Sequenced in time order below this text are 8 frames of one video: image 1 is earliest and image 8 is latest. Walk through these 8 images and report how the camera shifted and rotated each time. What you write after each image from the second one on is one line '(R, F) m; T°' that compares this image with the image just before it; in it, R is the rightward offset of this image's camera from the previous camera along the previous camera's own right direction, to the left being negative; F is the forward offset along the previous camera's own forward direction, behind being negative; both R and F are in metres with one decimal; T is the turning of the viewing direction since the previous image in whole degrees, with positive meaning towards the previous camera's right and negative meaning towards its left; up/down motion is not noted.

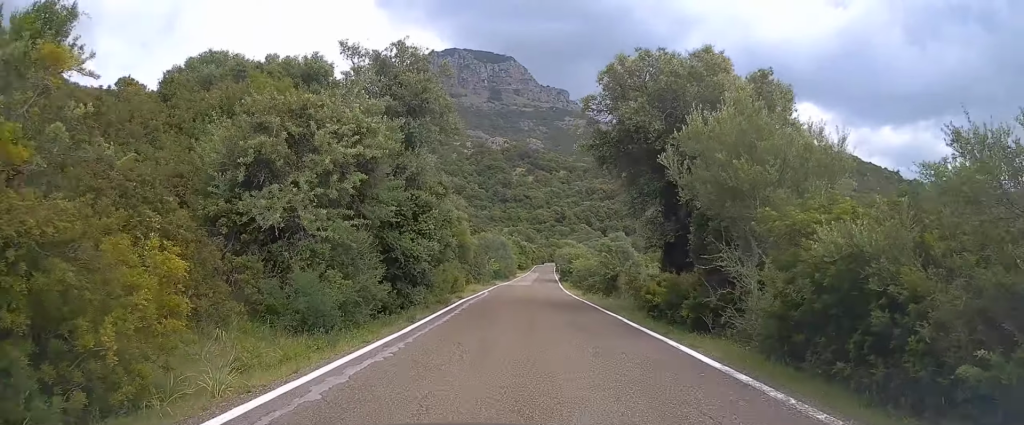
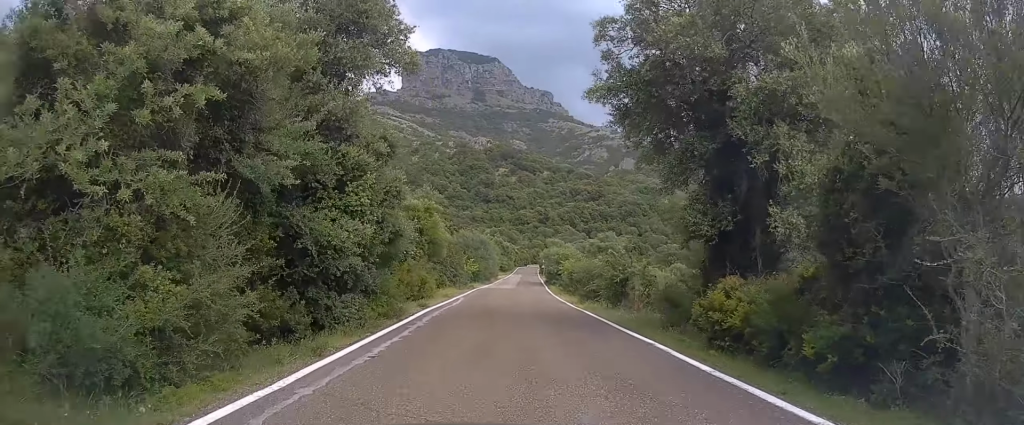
(+0.1, +6.4) m; +1°
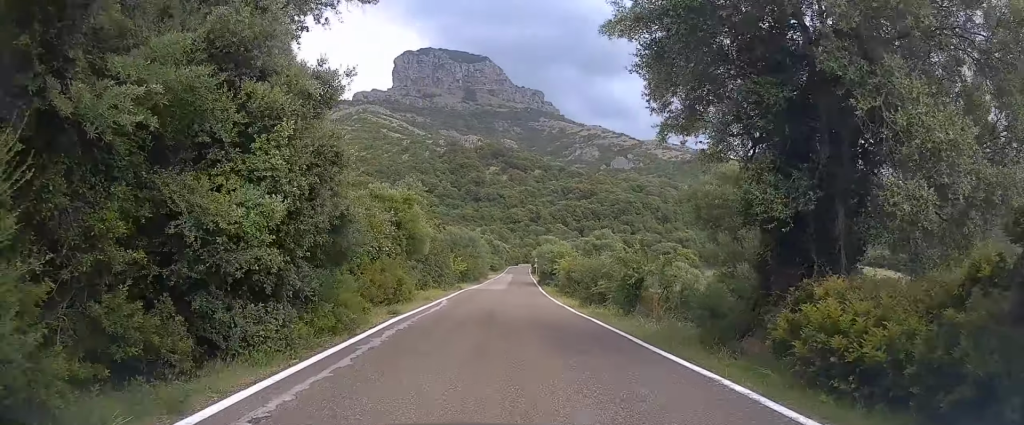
(-0.1, +3.9) m; 0°
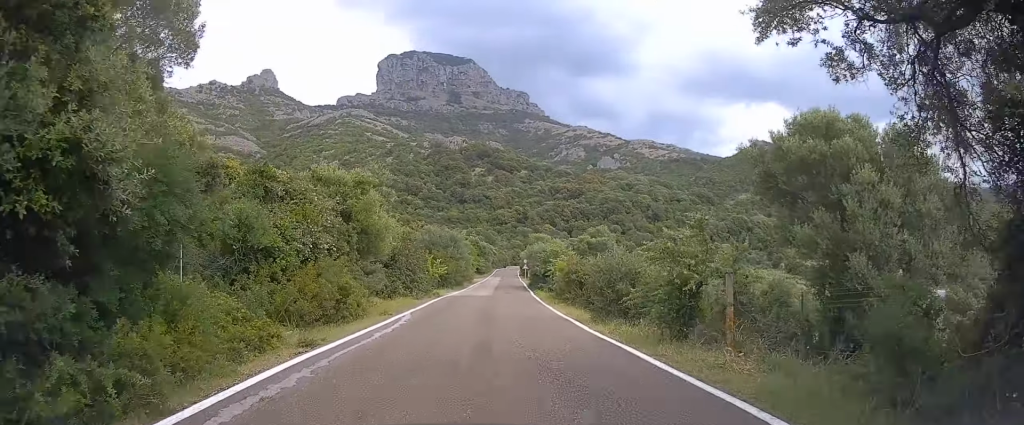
(0.0, +6.6) m; +1°
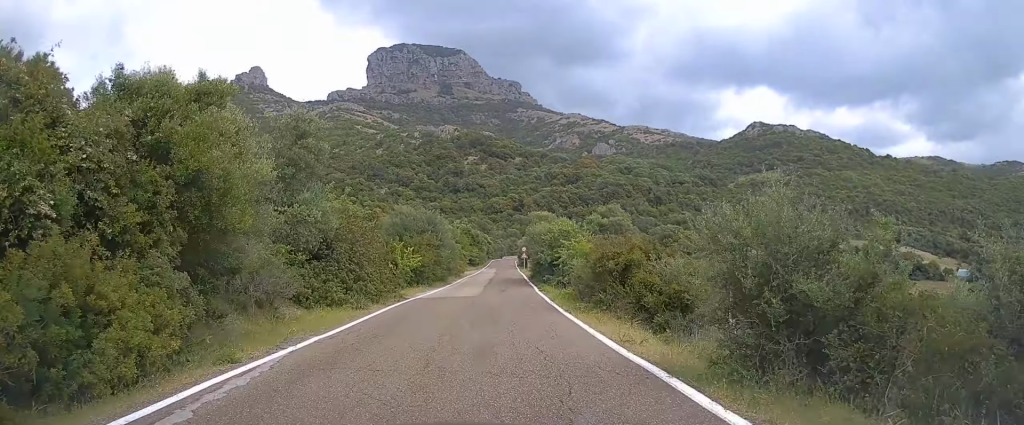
(+0.2, +11.1) m; +1°
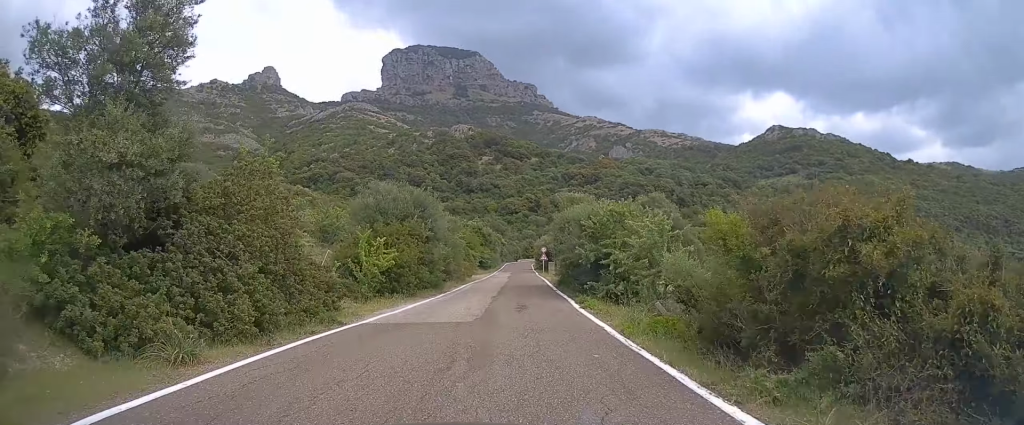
(0.0, +11.6) m; 0°
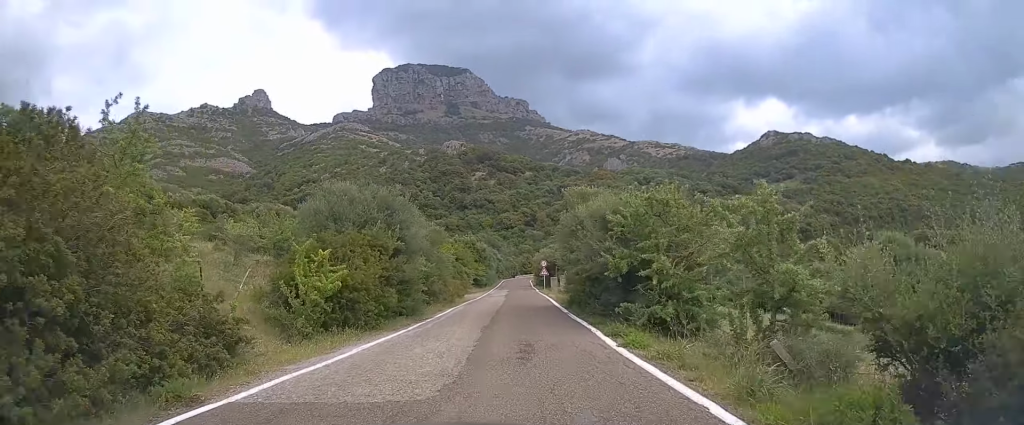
(+0.1, +6.5) m; -1°
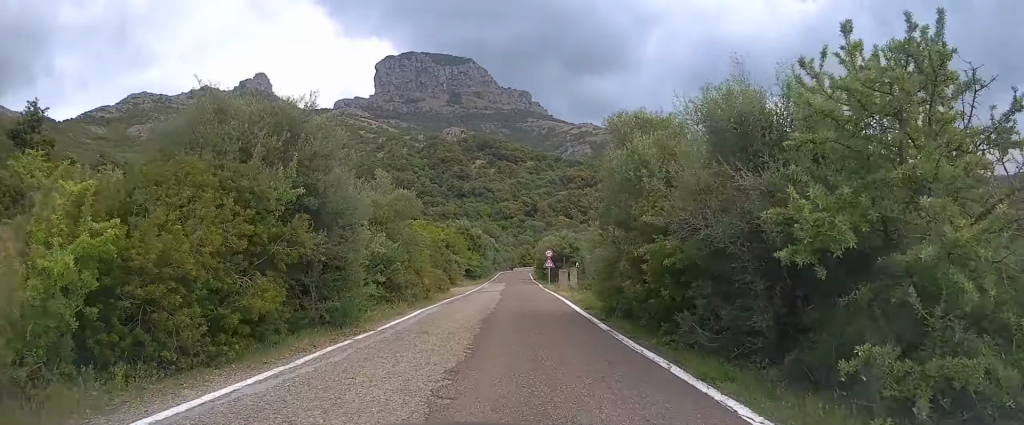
(-0.3, +9.9) m; -1°
